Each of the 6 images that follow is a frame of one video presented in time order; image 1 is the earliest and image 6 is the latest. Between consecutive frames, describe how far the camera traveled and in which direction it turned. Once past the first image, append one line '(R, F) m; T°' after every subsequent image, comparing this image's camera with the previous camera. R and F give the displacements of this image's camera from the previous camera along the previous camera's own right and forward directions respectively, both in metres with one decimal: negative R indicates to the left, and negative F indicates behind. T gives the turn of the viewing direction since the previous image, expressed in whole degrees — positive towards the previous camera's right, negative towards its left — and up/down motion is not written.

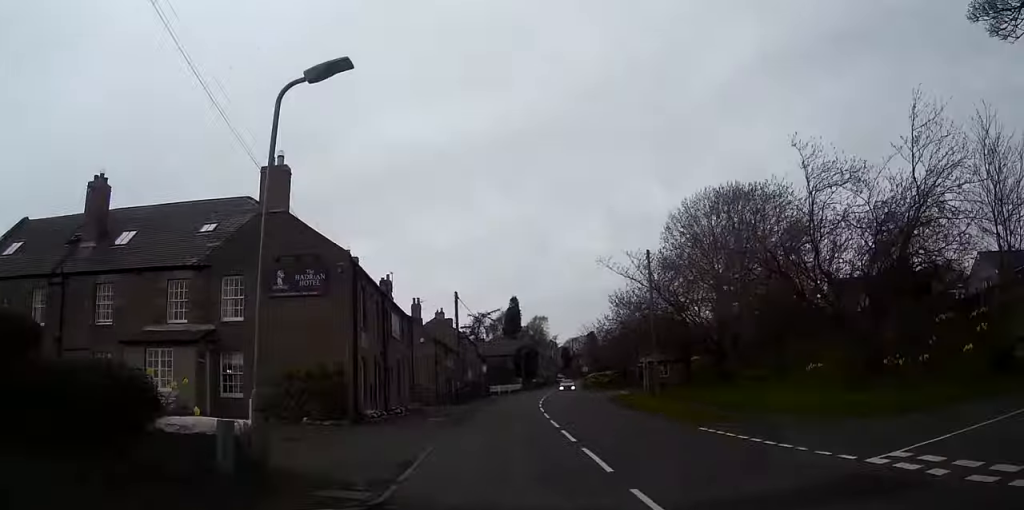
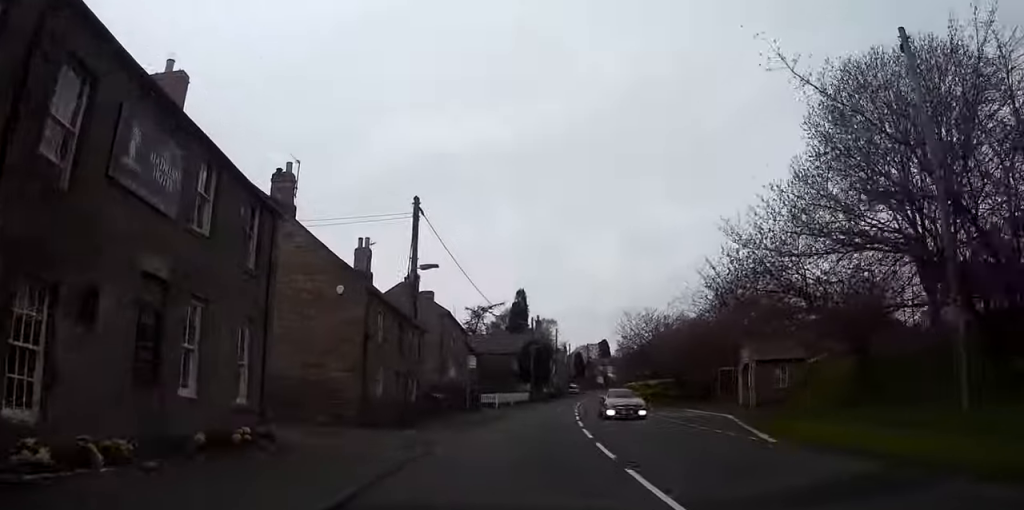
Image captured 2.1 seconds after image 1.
(+0.3, +26.3) m; +1°
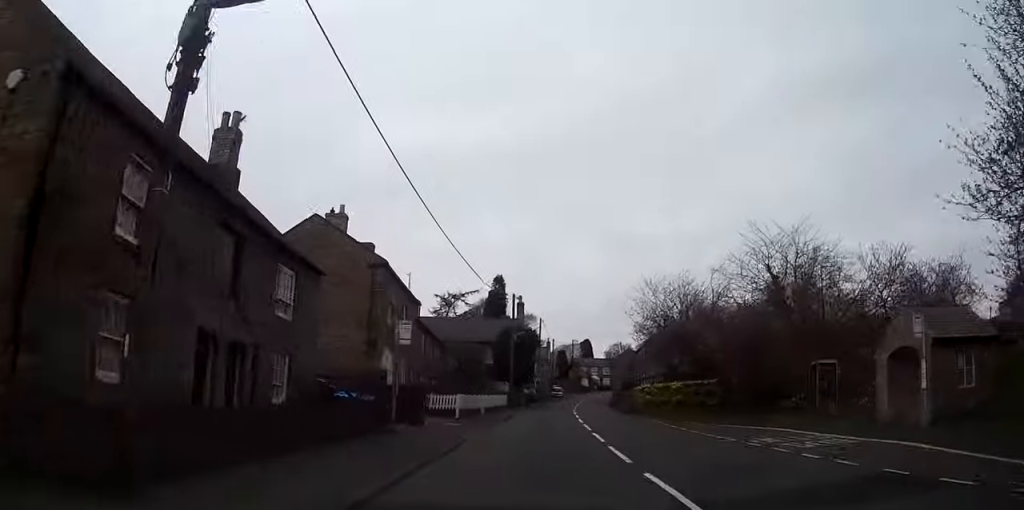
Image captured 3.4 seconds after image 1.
(+0.1, +17.2) m; +1°
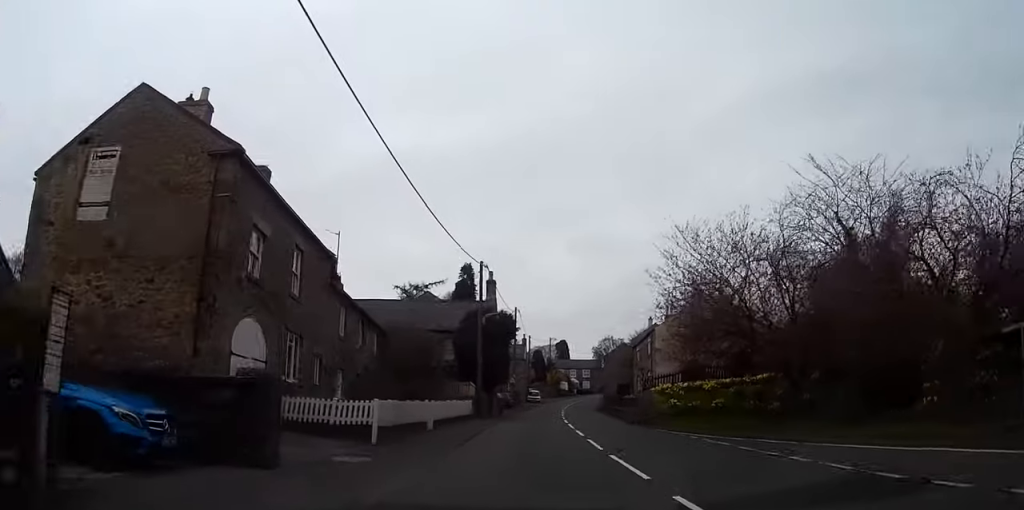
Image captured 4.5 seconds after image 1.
(+0.2, +13.7) m; +2°
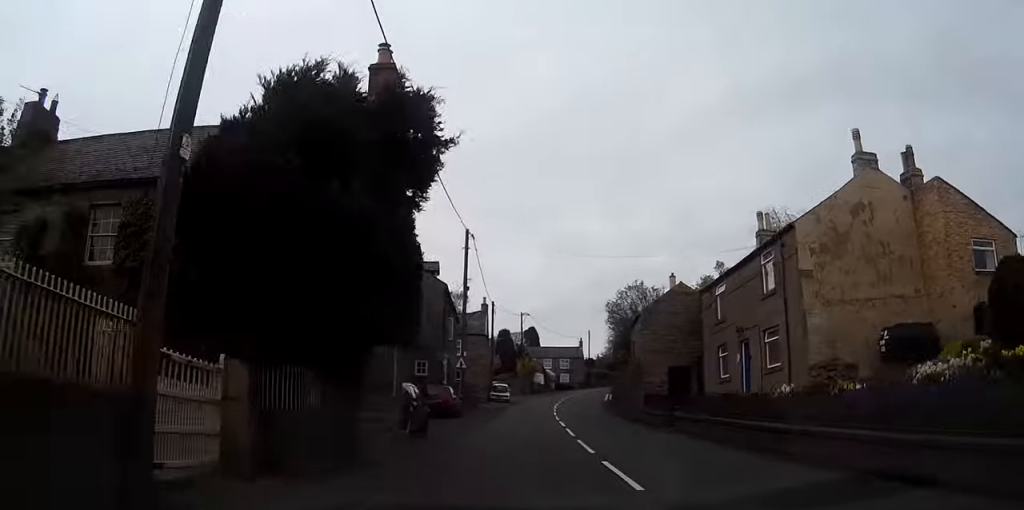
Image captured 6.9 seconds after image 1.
(+0.6, +31.1) m; +2°
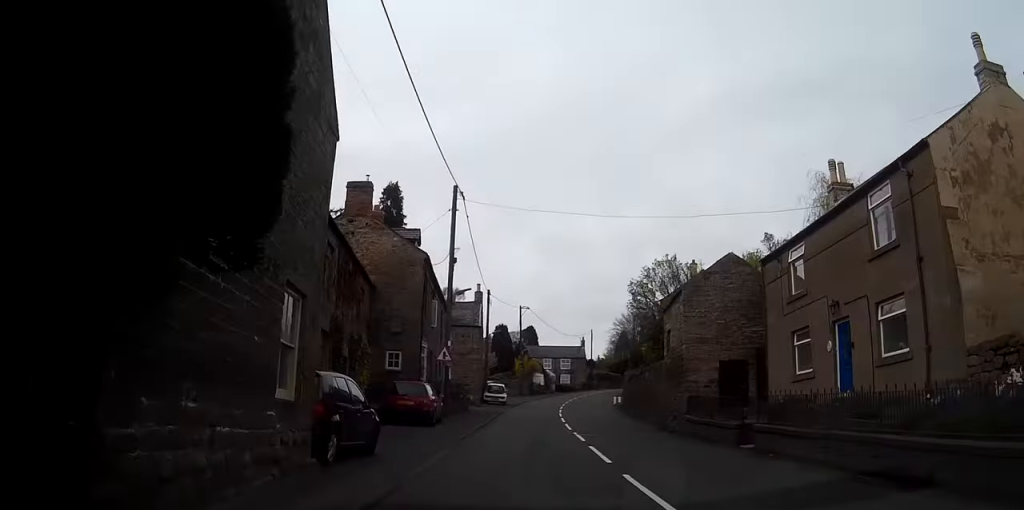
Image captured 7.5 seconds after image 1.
(0.0, +7.9) m; +1°
